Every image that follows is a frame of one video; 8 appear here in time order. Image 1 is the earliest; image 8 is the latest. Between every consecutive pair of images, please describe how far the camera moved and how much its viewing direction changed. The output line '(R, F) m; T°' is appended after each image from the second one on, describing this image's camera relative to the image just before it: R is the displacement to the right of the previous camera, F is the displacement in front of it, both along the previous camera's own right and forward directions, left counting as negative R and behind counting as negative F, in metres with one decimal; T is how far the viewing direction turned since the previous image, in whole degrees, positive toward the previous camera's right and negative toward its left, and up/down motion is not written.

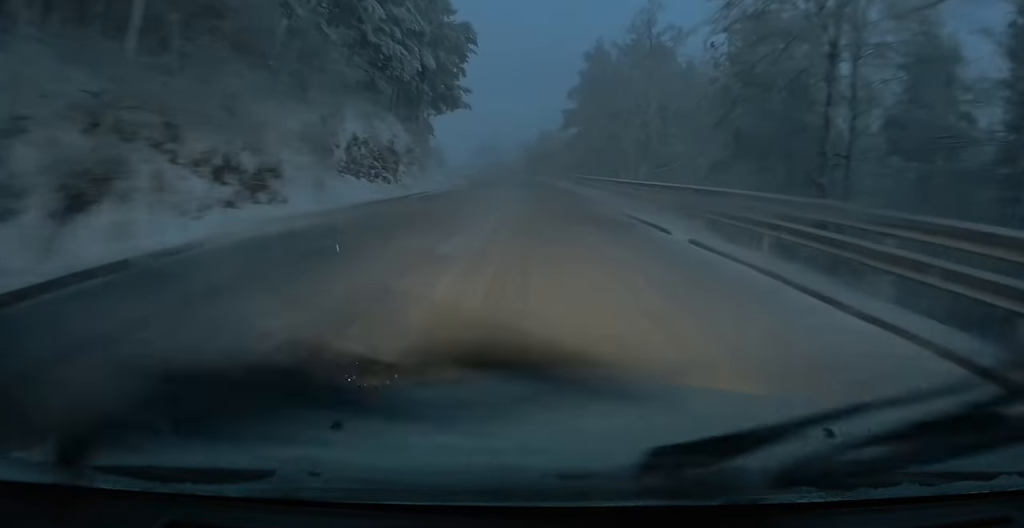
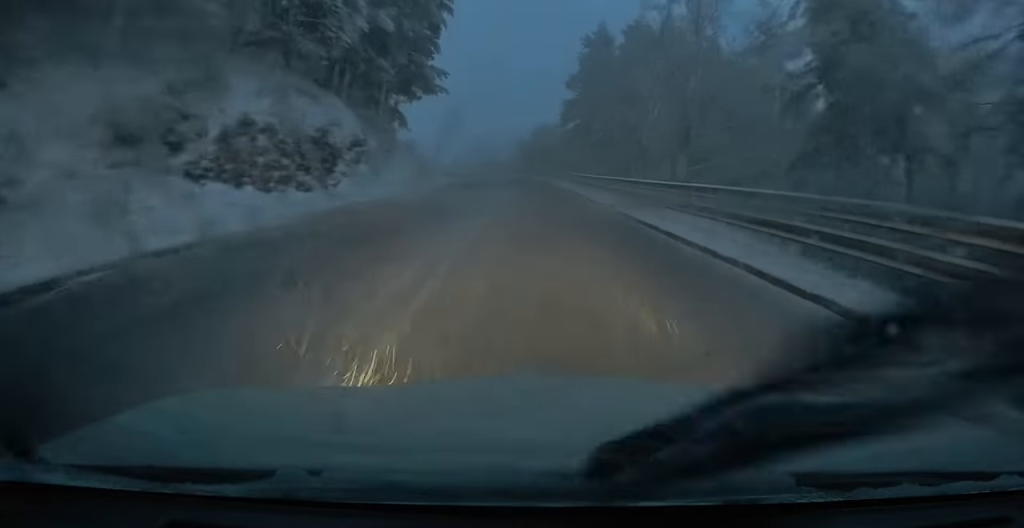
(0.0, +8.2) m; +1°
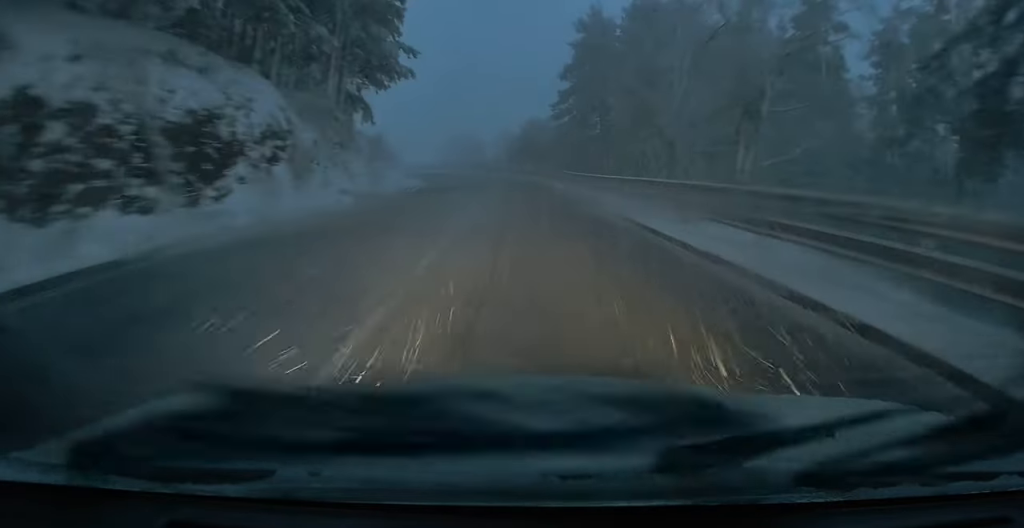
(0.0, +6.9) m; +1°
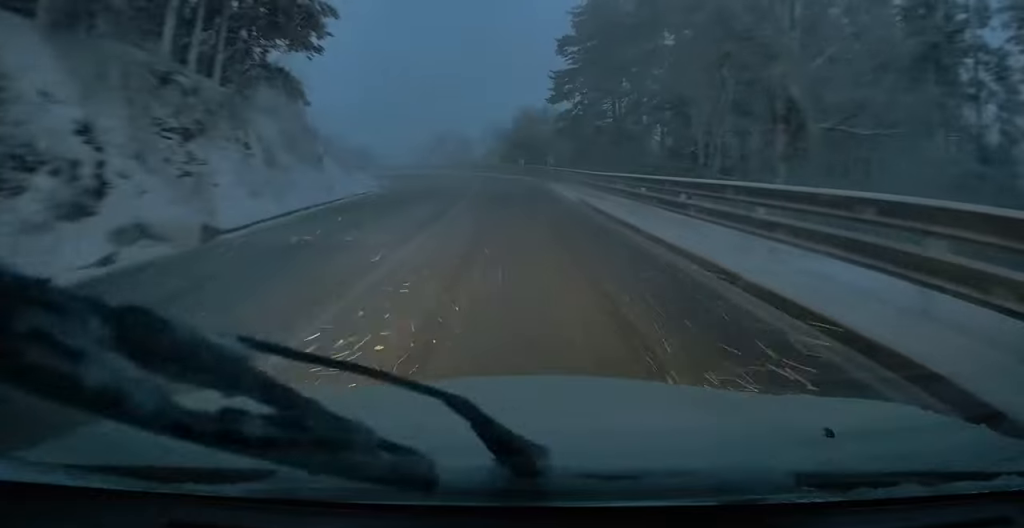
(+0.3, +11.8) m; +1°
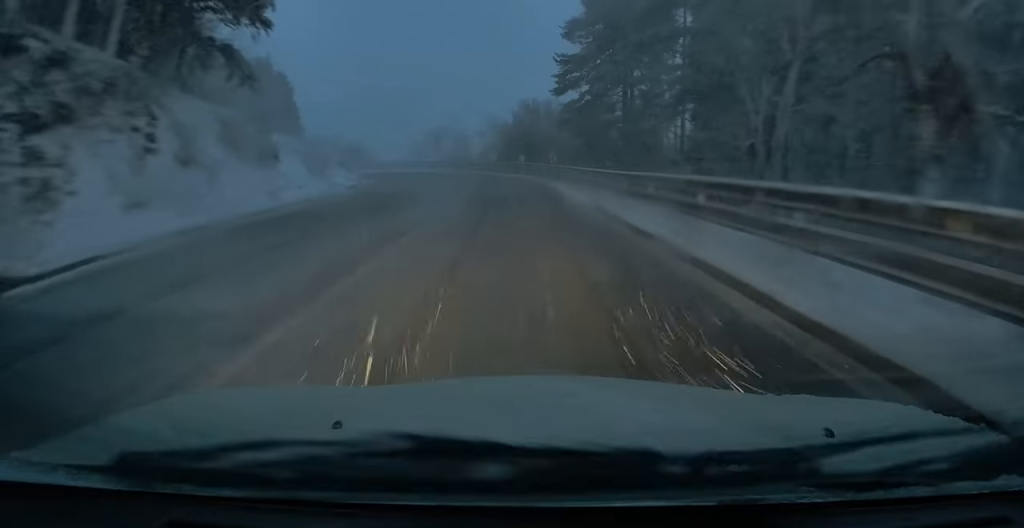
(0.0, +5.4) m; -1°
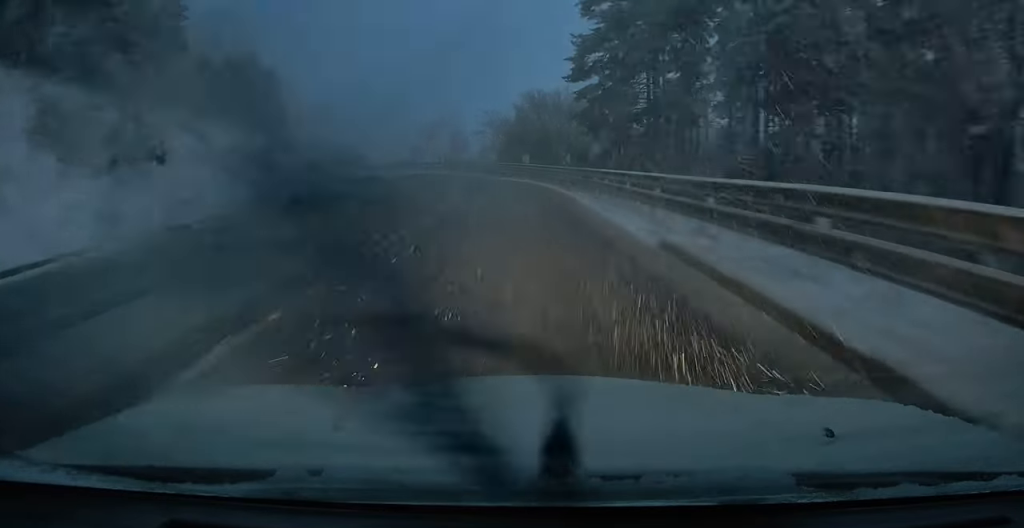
(-0.2, +8.8) m; -3°
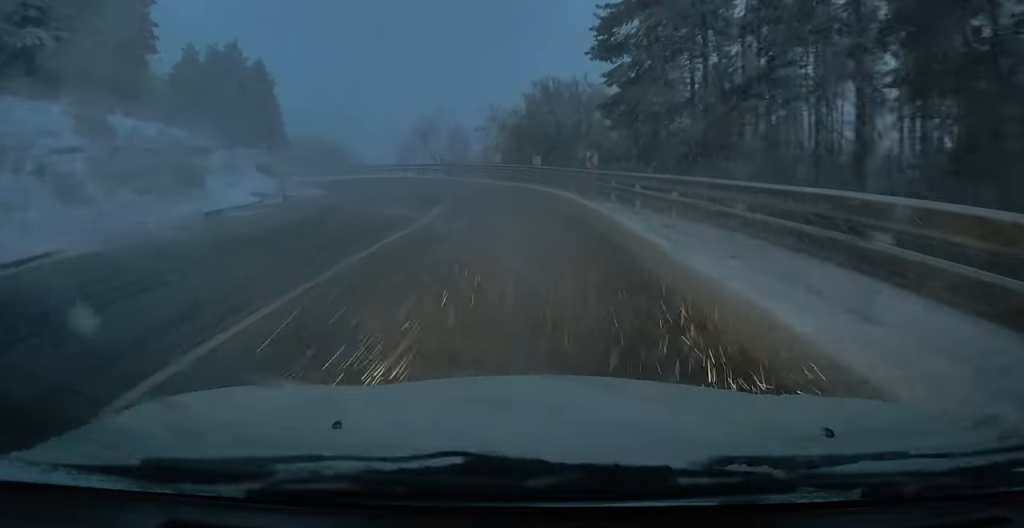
(-0.3, +9.3) m; -3°
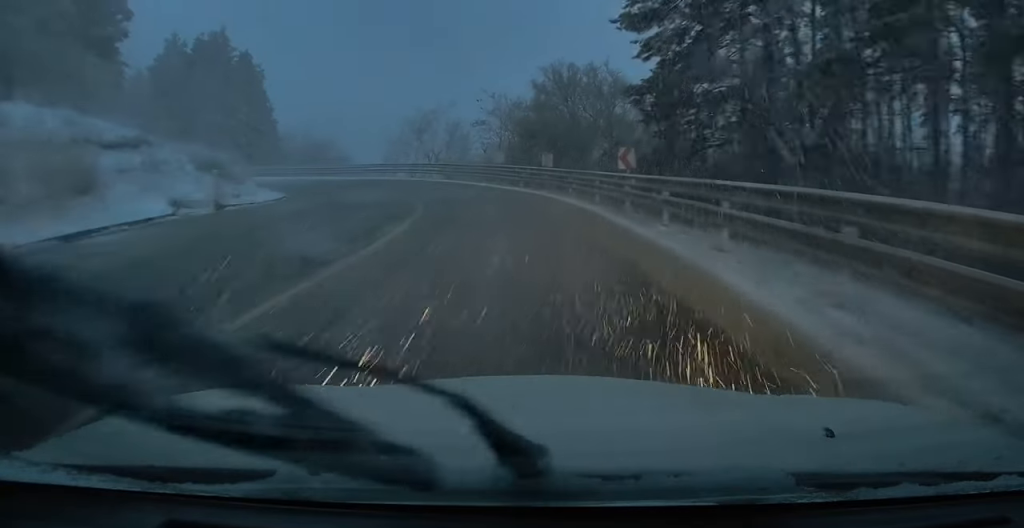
(-0.3, +7.2) m; -1°
